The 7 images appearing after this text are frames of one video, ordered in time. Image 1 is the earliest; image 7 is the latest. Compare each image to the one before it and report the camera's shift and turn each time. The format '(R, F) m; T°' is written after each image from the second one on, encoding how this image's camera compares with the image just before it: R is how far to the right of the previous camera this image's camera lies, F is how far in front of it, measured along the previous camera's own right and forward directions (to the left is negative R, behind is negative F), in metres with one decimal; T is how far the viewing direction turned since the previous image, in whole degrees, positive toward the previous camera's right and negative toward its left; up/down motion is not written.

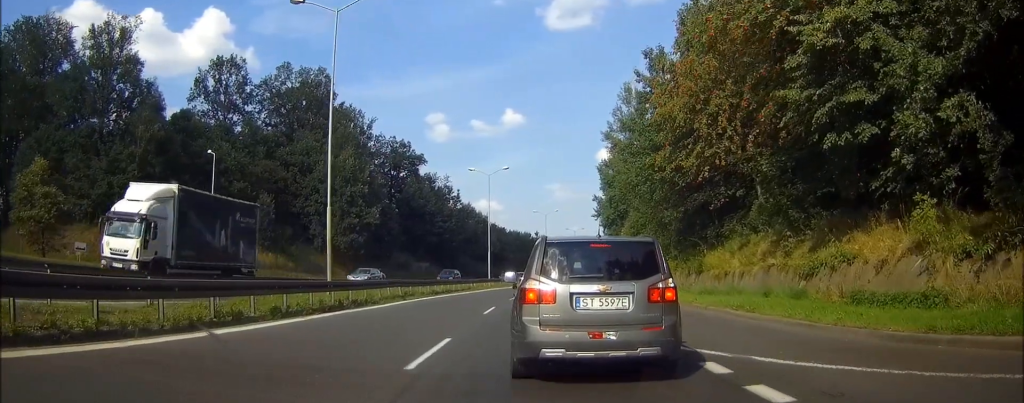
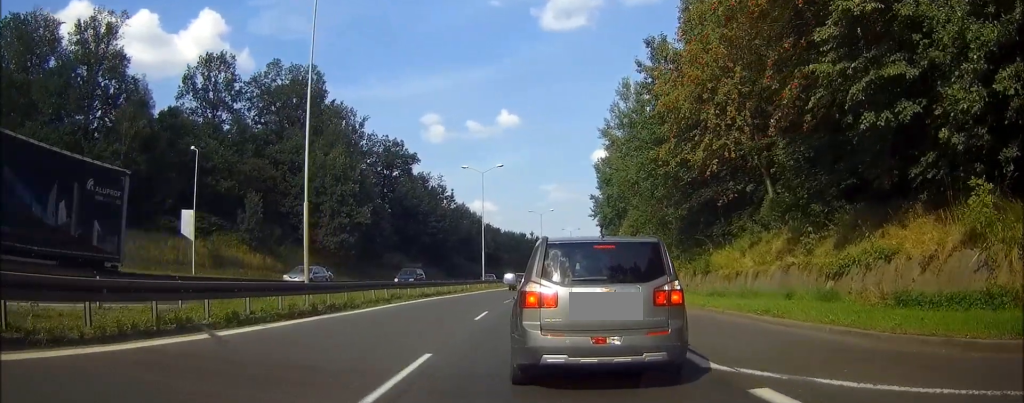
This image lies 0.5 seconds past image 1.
(0.0, +2.0) m; 0°
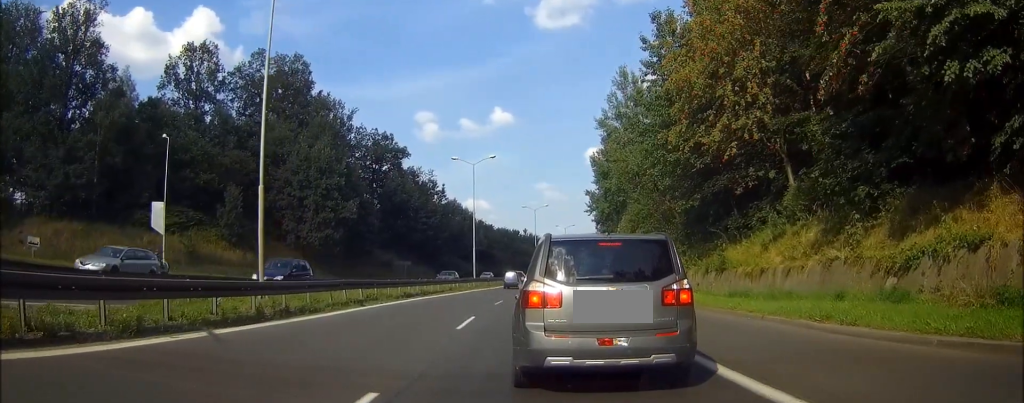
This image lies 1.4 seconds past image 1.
(0.0, +3.7) m; 0°
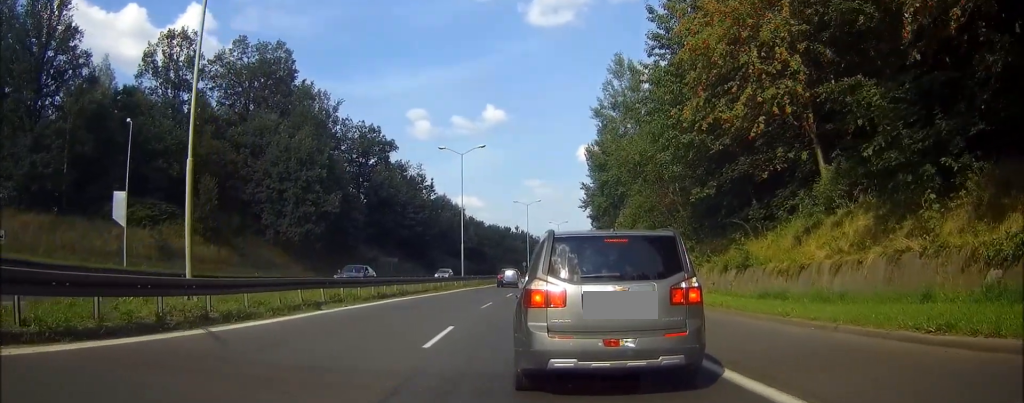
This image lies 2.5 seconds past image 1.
(-0.1, +4.2) m; -1°
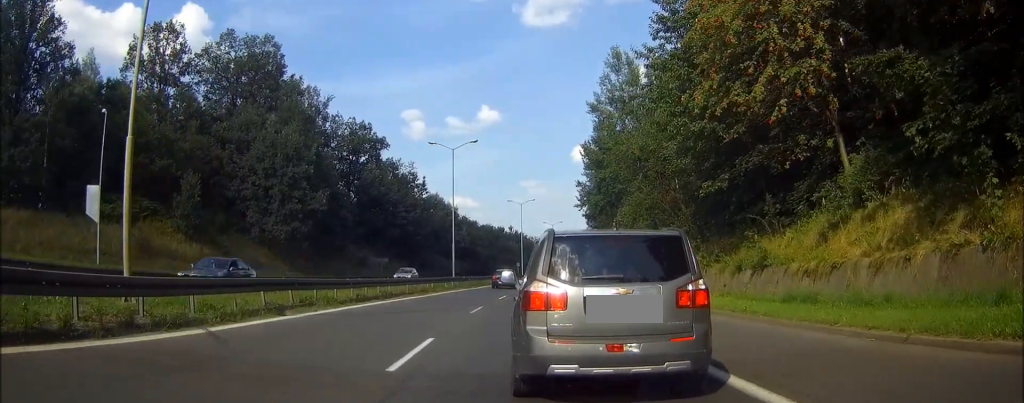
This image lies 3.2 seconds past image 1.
(0.0, +2.4) m; -1°
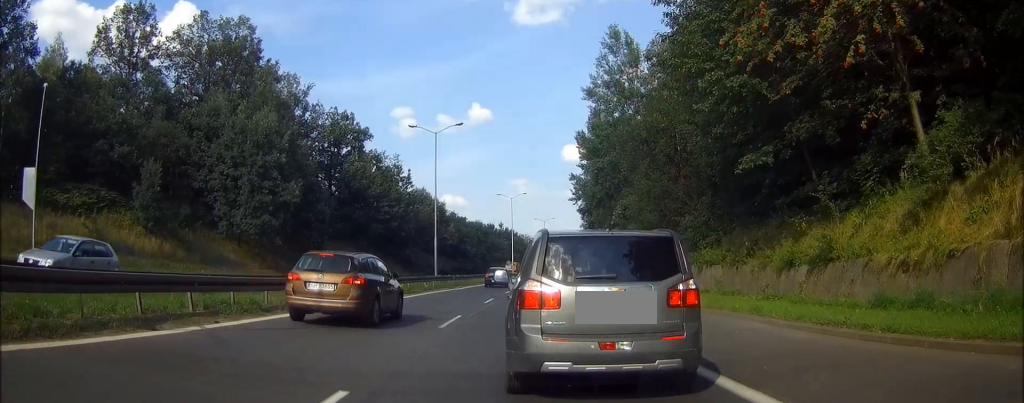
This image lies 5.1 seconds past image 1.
(0.0, +5.9) m; -2°
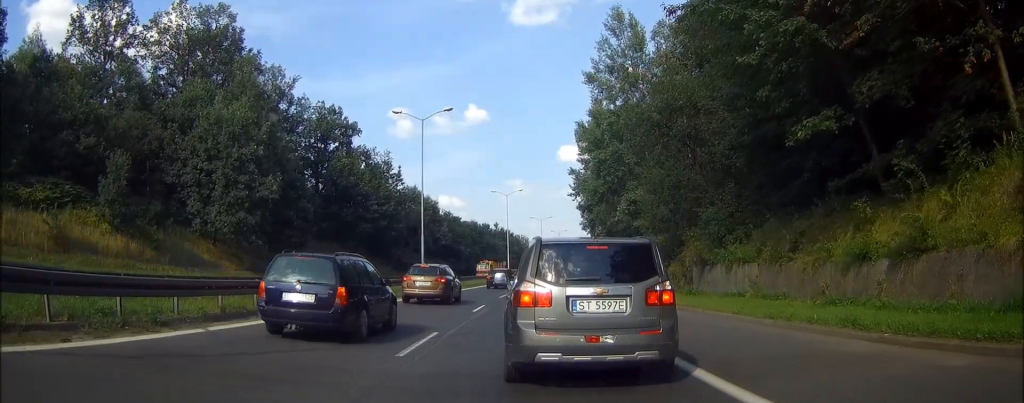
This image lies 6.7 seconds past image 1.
(-0.2, +5.0) m; 0°
